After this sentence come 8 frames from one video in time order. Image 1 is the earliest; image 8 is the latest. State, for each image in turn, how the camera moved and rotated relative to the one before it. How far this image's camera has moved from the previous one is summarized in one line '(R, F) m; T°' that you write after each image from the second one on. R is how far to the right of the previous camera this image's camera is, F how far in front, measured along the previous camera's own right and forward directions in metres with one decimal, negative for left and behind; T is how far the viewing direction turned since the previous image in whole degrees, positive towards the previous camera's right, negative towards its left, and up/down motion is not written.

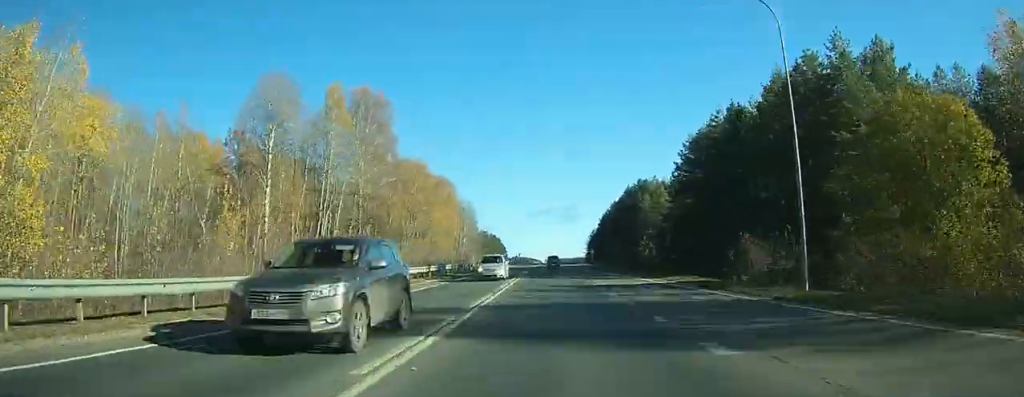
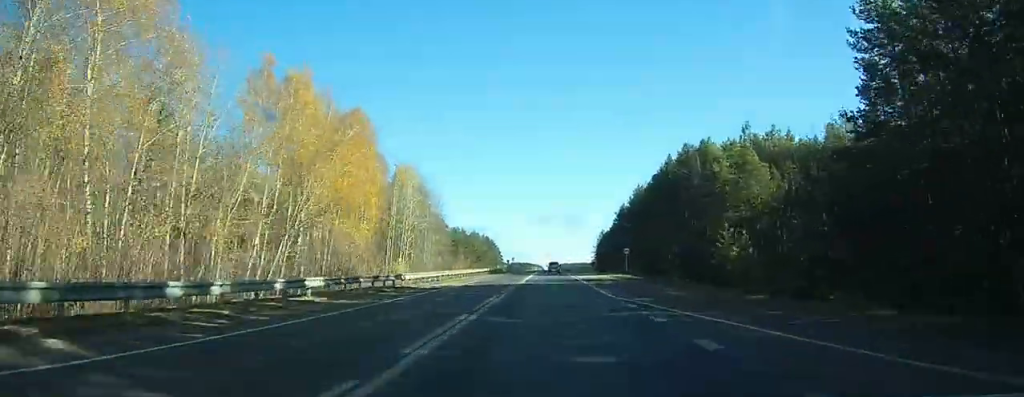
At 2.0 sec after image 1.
(-3.3, +42.4) m; +1°
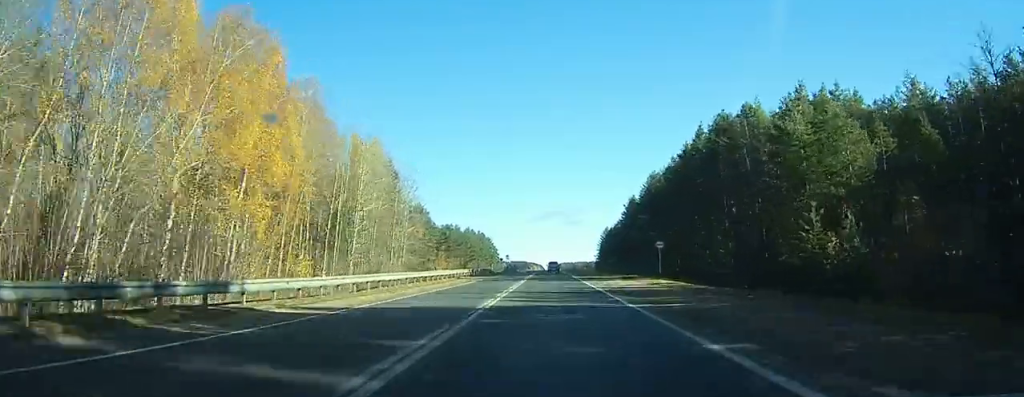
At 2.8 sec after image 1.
(+3.2, +13.4) m; -3°
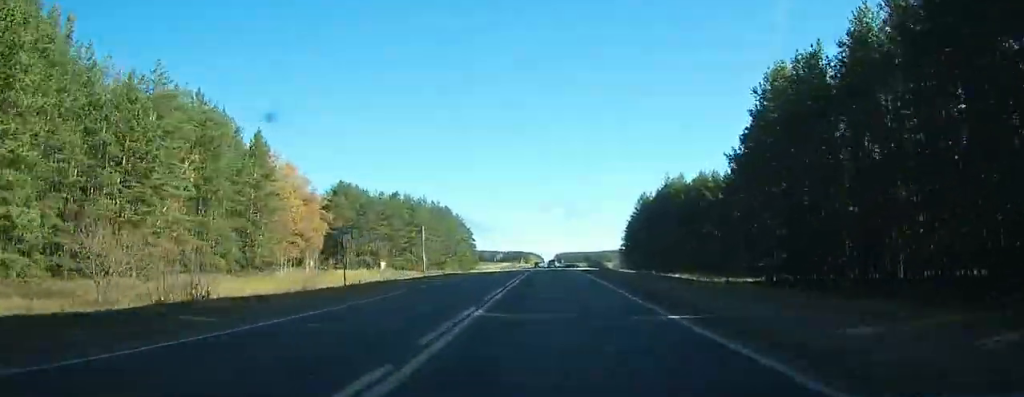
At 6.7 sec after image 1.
(-11.2, +95.5) m; -5°
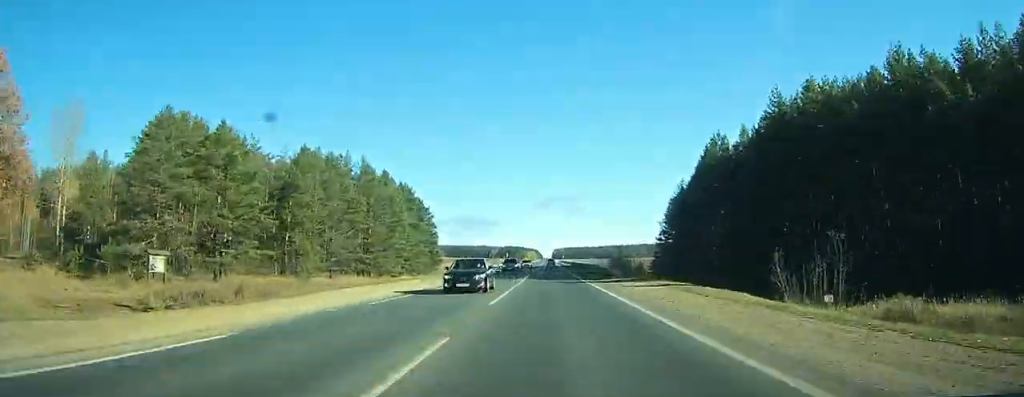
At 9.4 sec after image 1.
(+4.9, +79.0) m; +4°
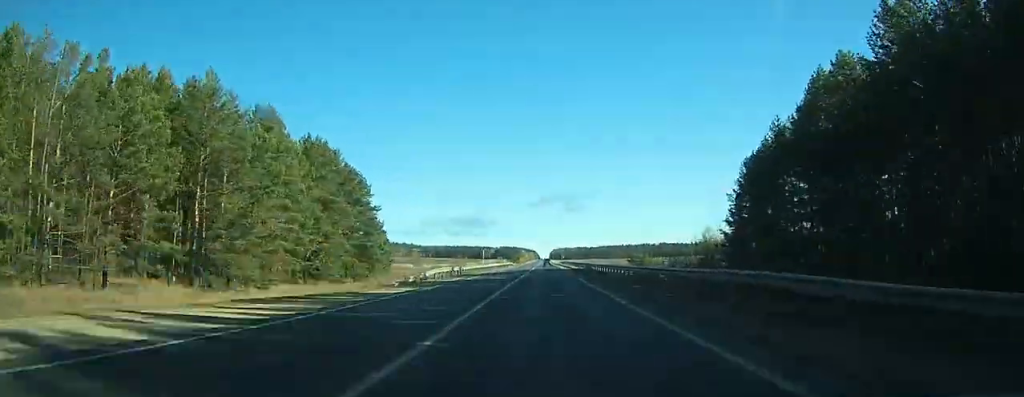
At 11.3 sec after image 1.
(+0.2, +53.0) m; 0°
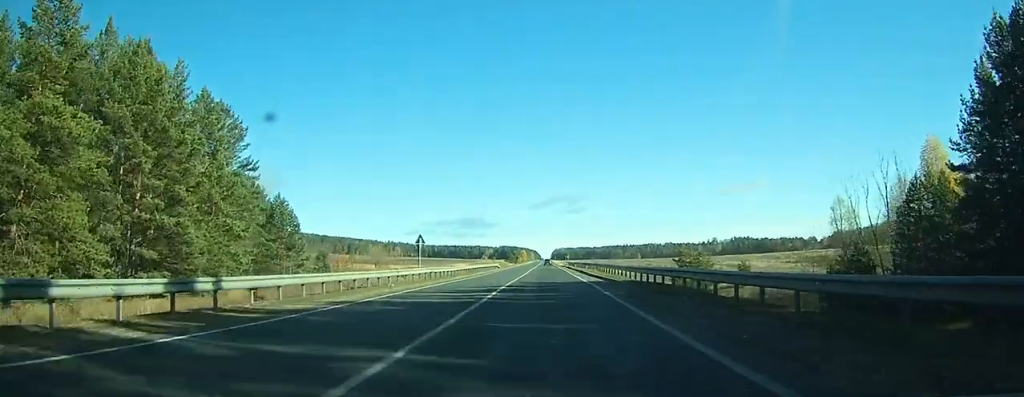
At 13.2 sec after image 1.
(+0.1, +47.4) m; 0°
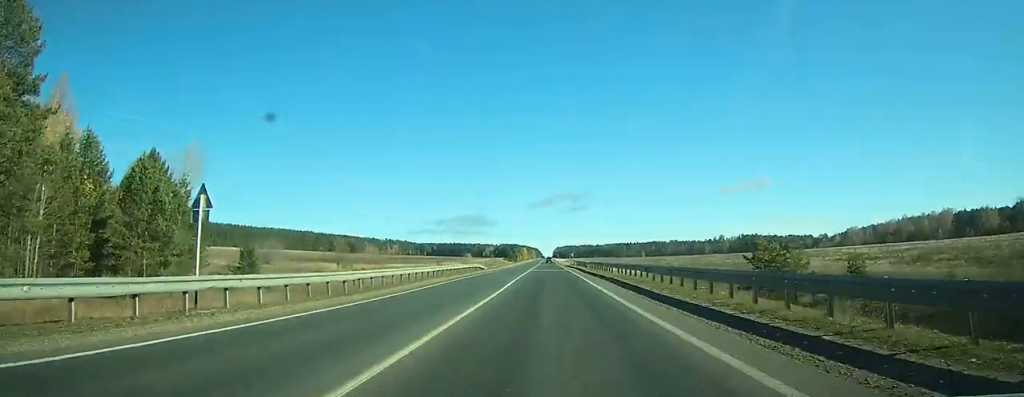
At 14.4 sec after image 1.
(-0.1, +28.9) m; 0°
